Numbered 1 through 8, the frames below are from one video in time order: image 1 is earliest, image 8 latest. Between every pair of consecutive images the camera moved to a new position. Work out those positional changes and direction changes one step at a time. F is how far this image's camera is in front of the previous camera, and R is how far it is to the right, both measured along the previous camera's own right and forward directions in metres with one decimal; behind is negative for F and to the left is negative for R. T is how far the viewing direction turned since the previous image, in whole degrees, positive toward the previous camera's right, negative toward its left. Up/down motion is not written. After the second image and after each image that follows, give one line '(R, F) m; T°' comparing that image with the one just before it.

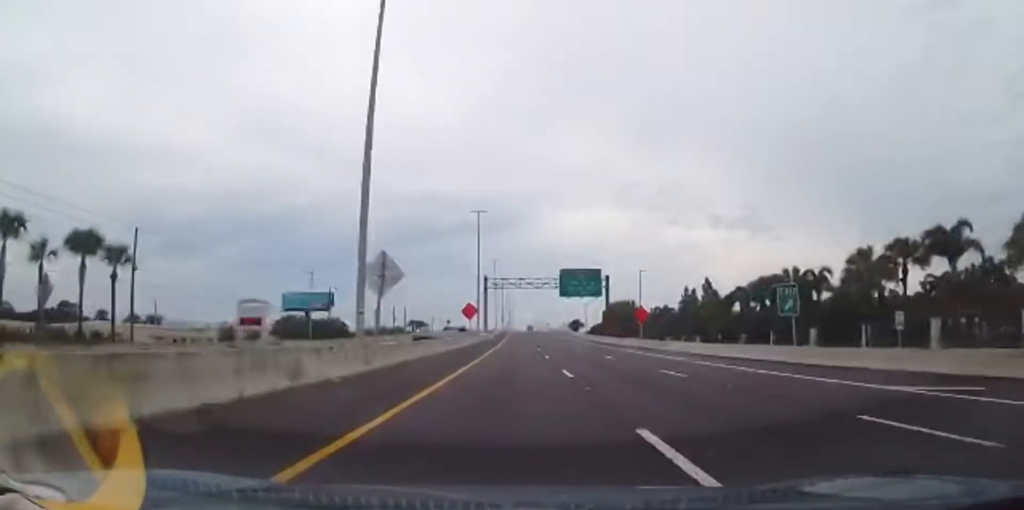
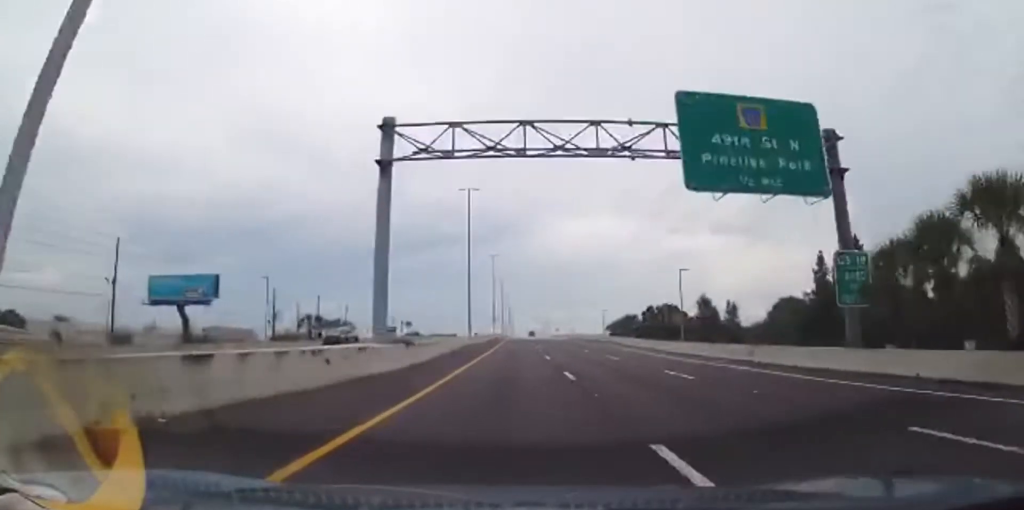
(0.0, +62.2) m; 0°
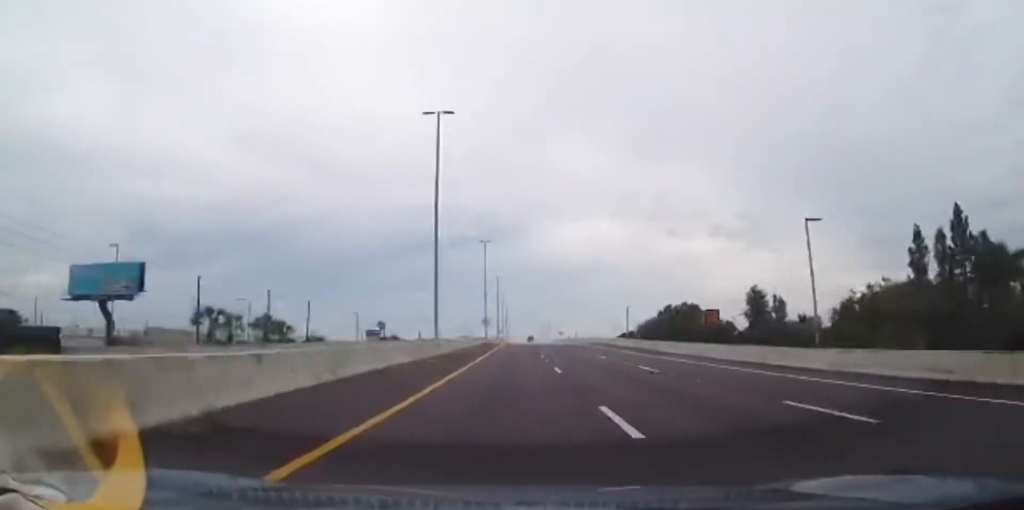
(0.0, +20.8) m; 0°
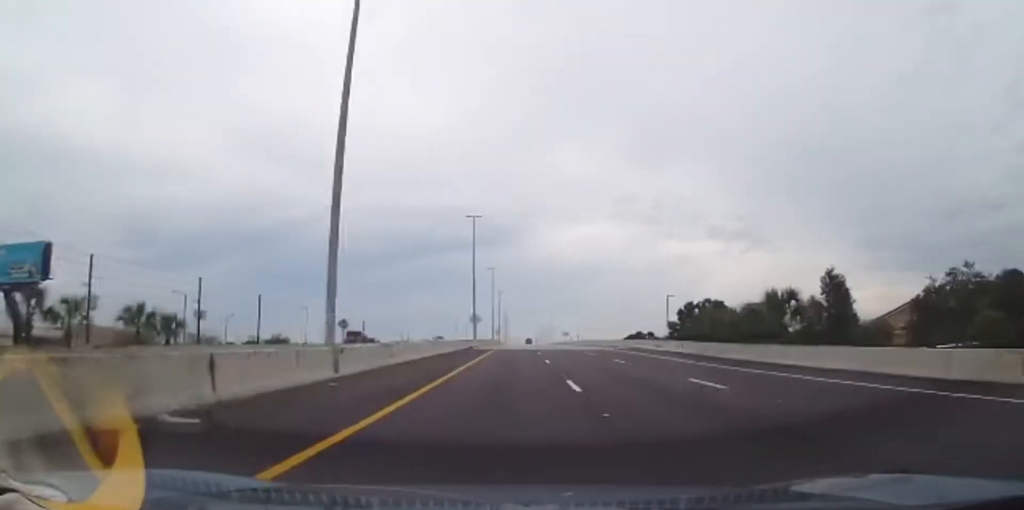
(0.0, +18.8) m; 0°
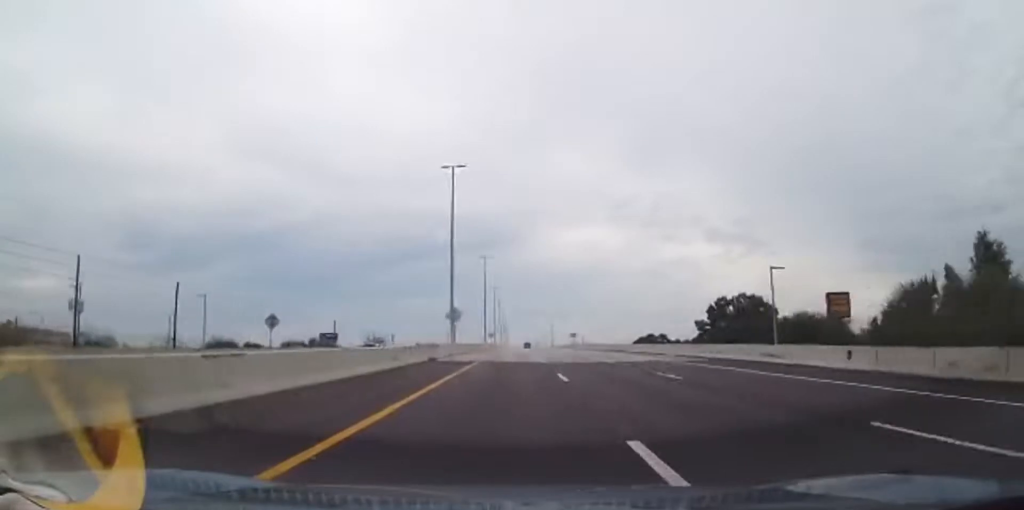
(0.0, +20.8) m; 0°
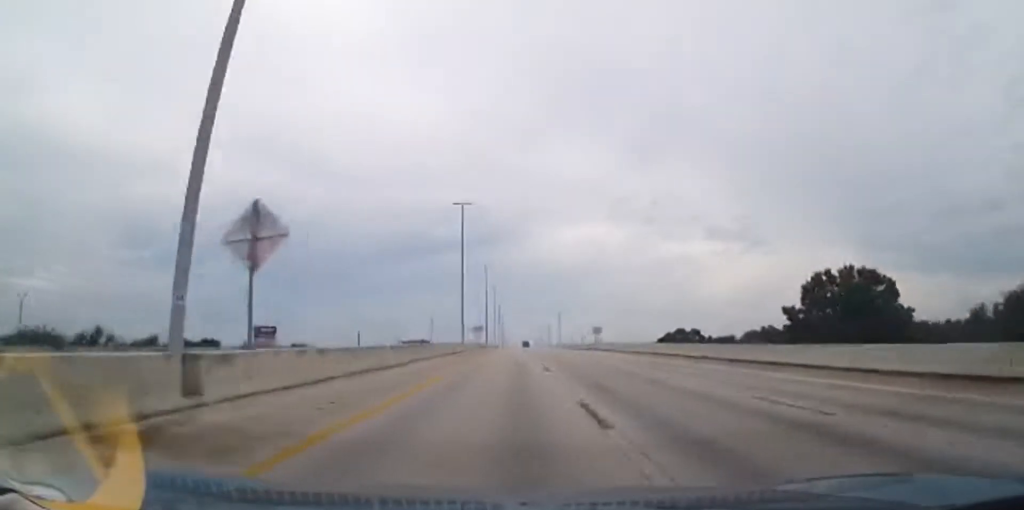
(0.0, +36.3) m; 0°
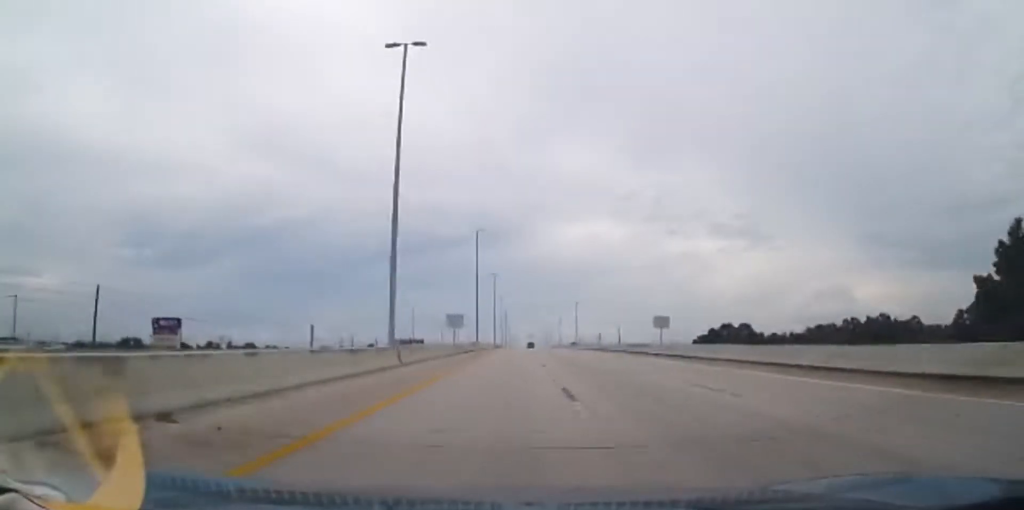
(0.0, +33.0) m; 0°
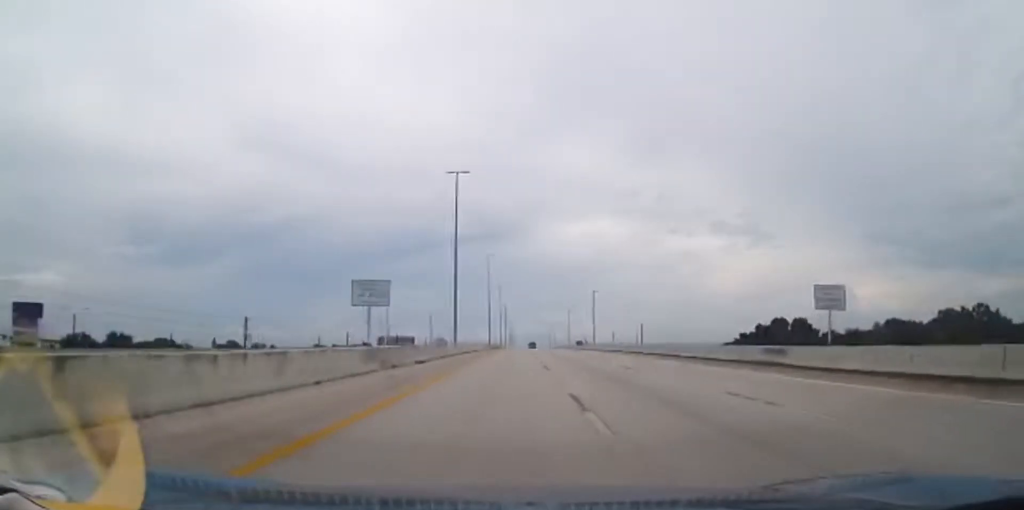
(0.0, +25.8) m; 0°
